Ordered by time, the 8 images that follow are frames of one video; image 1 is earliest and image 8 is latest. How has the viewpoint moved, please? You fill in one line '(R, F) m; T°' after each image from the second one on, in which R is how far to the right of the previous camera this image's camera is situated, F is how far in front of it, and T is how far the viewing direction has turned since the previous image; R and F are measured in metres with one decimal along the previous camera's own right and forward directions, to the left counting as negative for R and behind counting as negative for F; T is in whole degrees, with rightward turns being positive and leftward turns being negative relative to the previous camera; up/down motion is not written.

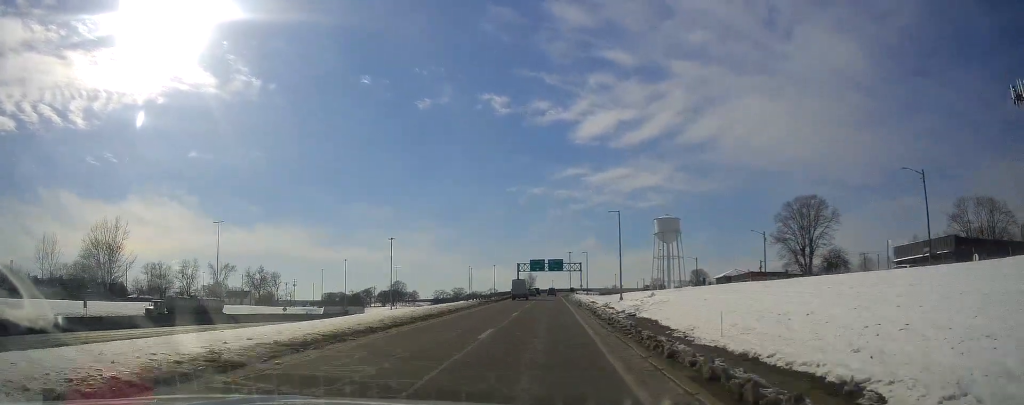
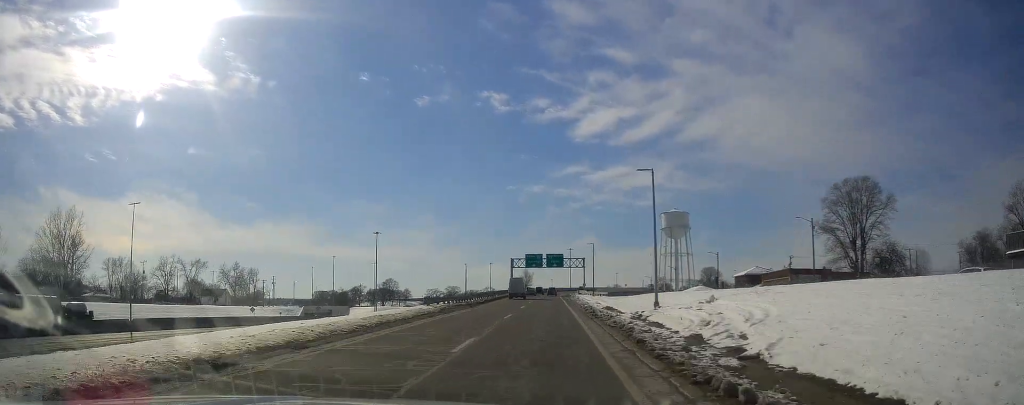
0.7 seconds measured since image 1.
(+0.4, +20.7) m; 0°
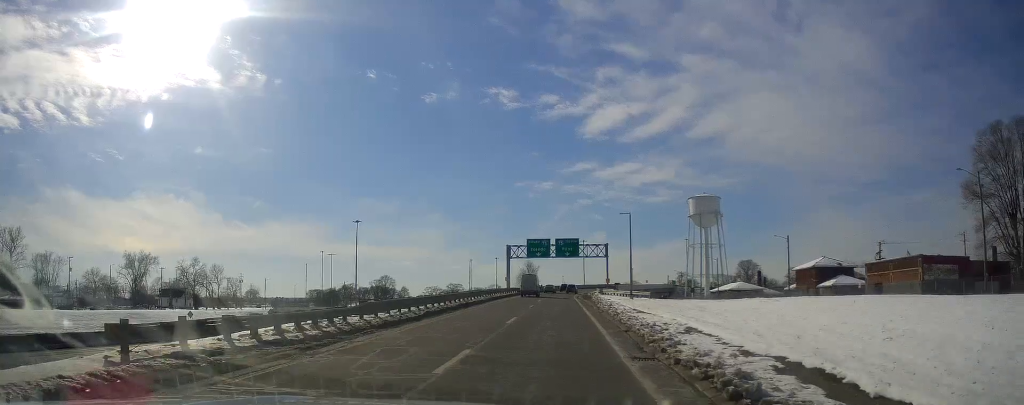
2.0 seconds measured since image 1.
(-0.4, +37.1) m; -1°
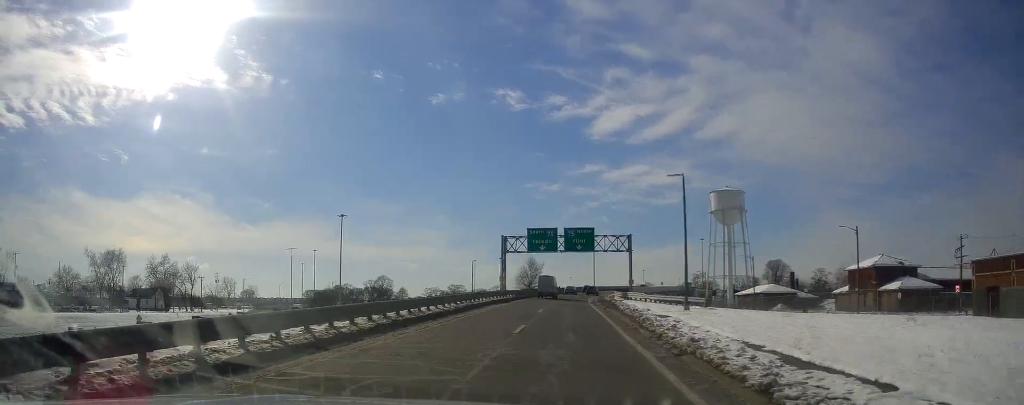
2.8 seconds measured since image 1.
(-0.1, +19.0) m; -1°
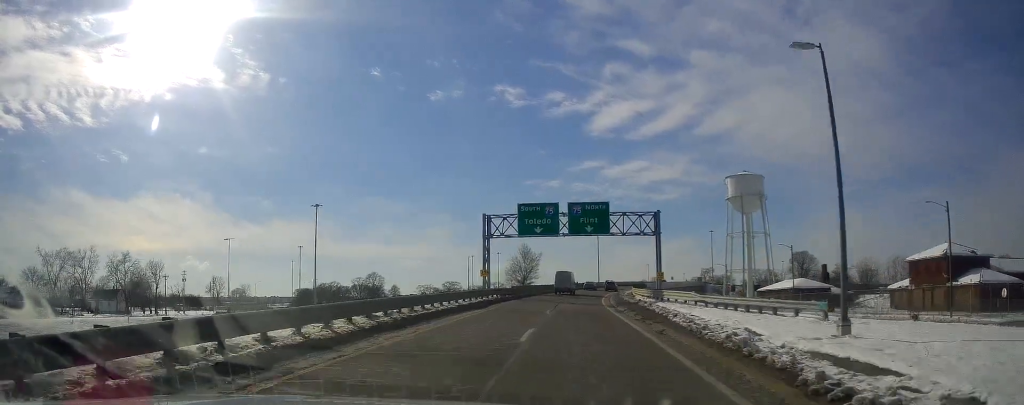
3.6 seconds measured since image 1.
(-0.3, +18.2) m; 0°
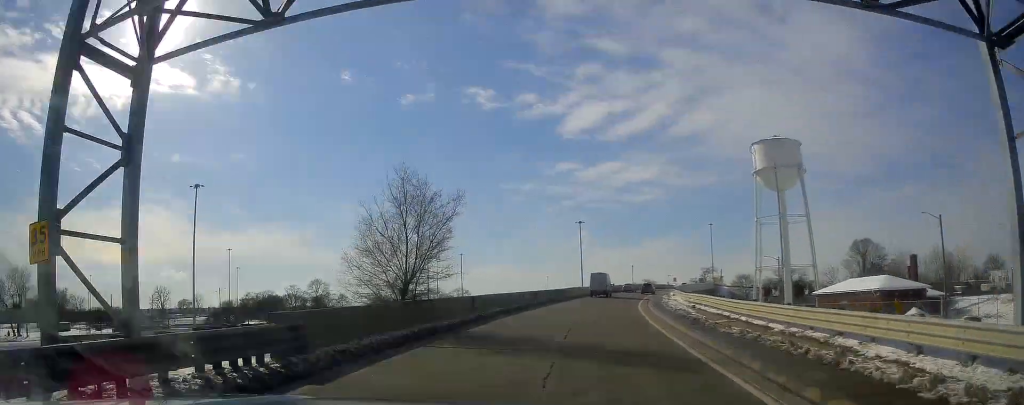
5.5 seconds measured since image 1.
(+0.3, +44.7) m; +1°
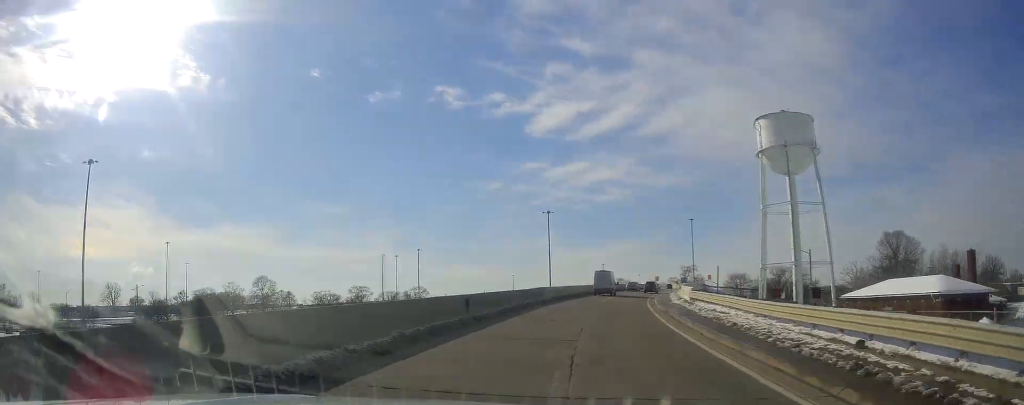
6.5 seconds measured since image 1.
(0.0, +22.3) m; +2°
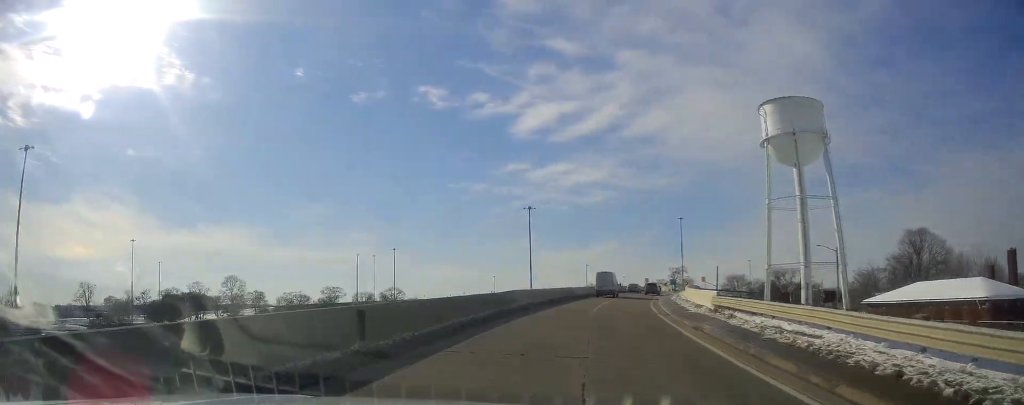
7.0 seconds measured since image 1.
(-0.2, +11.6) m; +2°
